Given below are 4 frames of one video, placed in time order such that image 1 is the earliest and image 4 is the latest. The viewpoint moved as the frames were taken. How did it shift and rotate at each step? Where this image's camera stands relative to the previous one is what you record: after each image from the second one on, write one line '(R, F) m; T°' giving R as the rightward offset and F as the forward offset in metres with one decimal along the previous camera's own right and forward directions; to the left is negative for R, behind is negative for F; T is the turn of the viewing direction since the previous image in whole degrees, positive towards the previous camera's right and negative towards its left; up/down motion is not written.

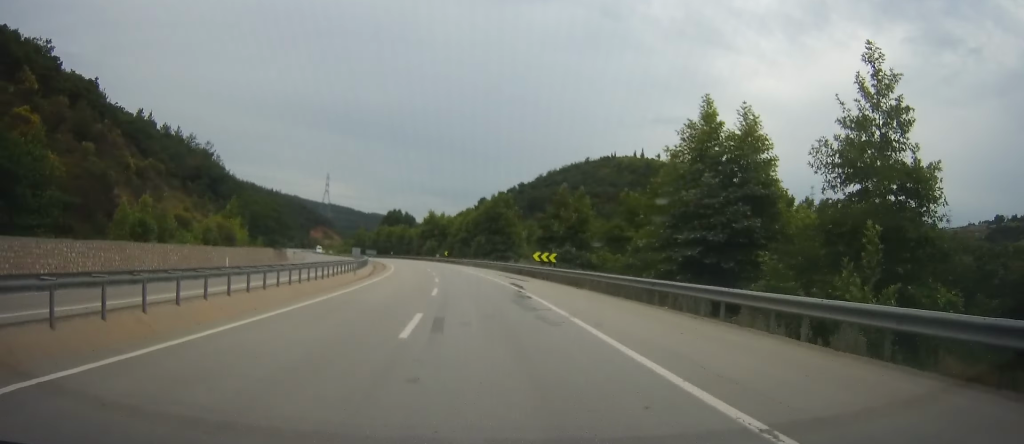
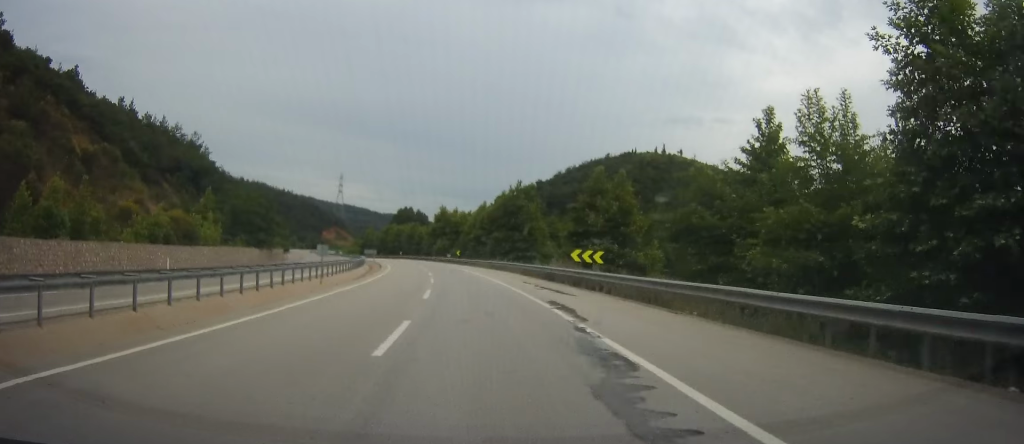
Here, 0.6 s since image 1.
(-0.2, +14.6) m; -2°
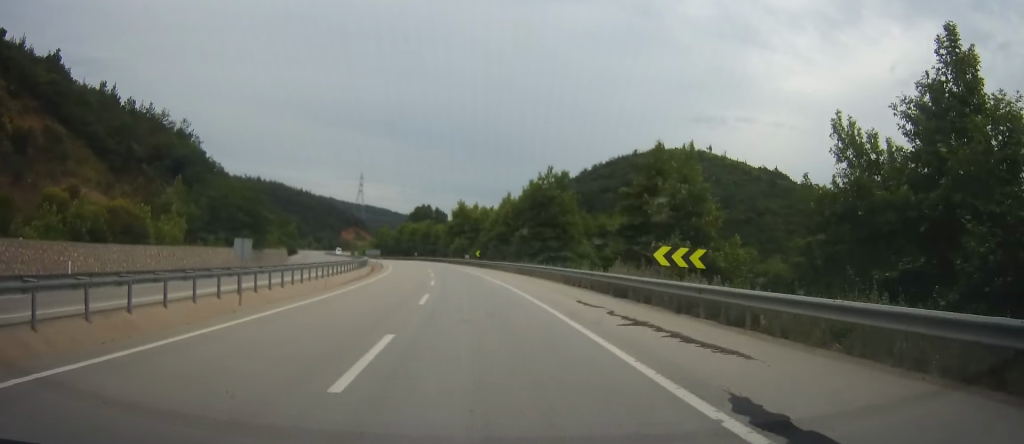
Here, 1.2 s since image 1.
(-0.2, +15.1) m; -1°
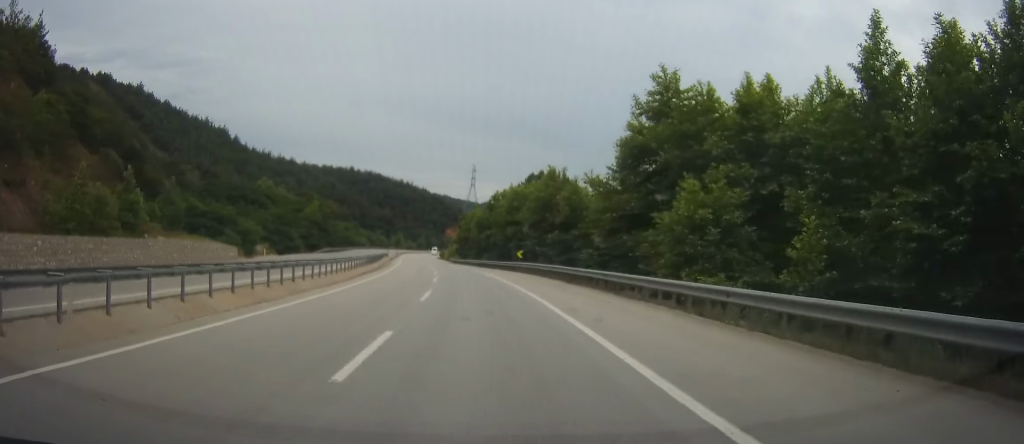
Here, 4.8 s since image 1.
(-5.7, +86.7) m; -8°
